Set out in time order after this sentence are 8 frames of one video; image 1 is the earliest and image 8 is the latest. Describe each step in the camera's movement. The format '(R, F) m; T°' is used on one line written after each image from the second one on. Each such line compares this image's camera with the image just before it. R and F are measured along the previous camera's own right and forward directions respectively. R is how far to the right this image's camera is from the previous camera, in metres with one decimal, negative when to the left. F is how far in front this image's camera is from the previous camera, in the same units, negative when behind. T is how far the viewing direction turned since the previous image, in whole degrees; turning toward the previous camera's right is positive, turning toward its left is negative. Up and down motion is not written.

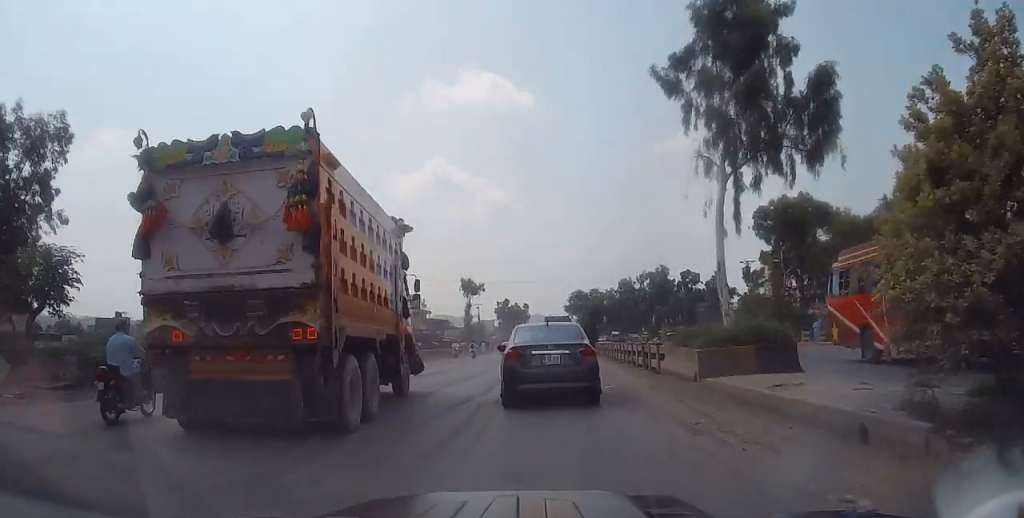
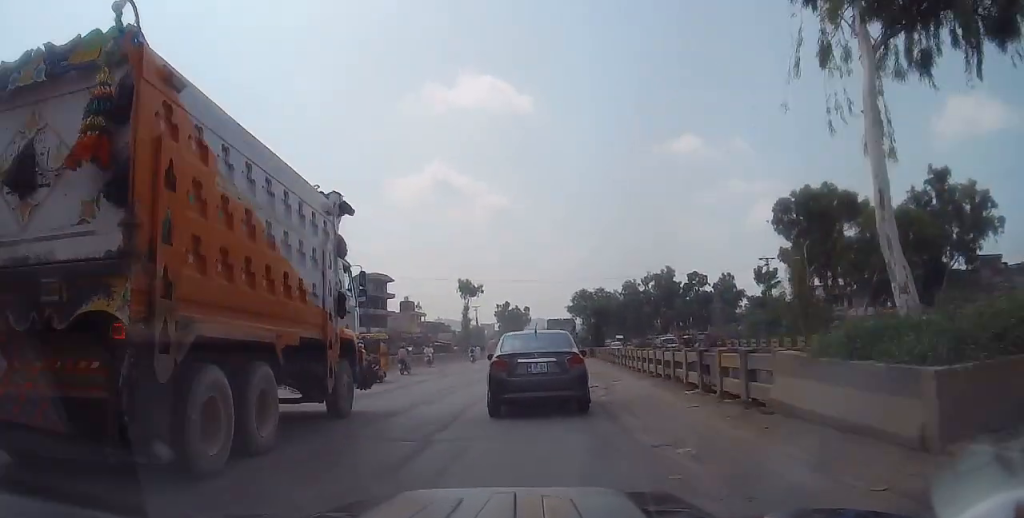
(0.0, +8.3) m; +2°
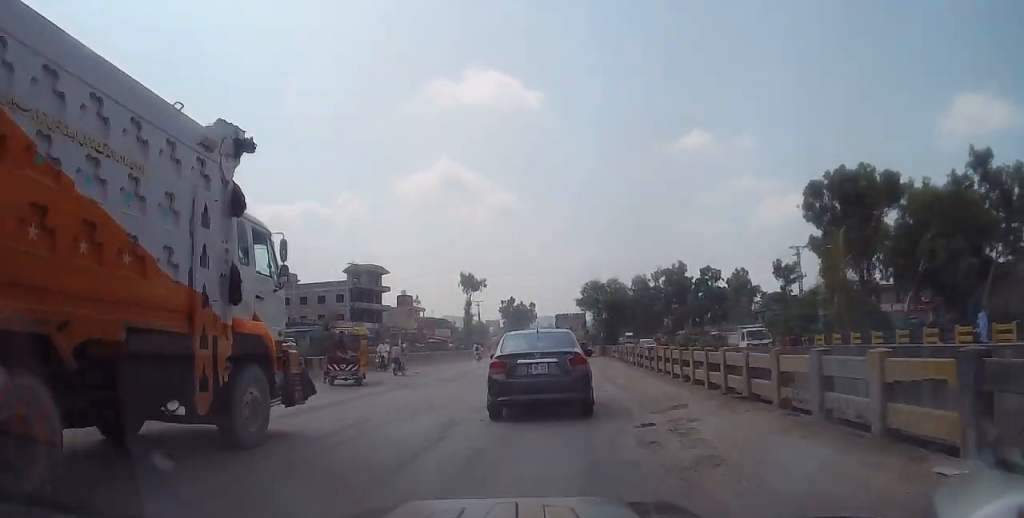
(+0.3, +9.0) m; 0°
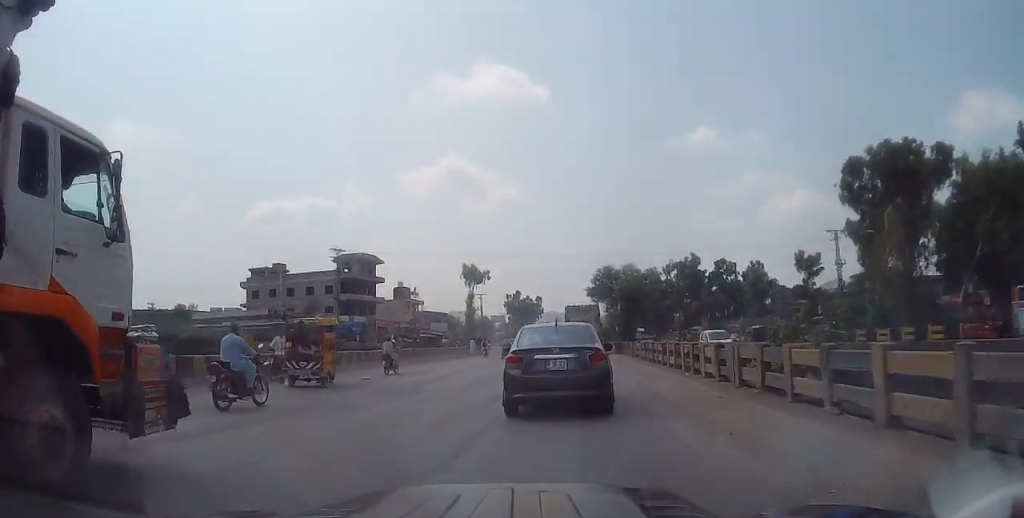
(-0.4, +9.4) m; -1°
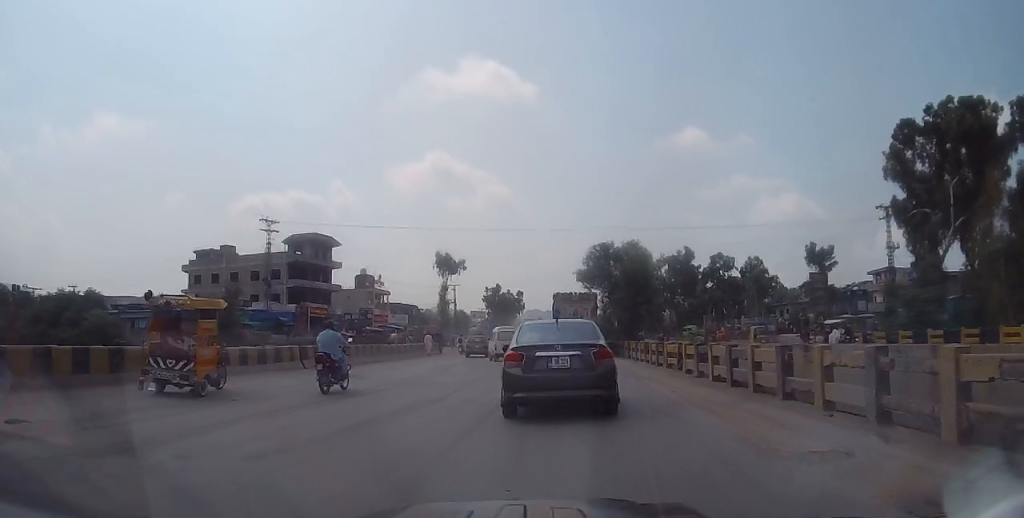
(0.0, +14.6) m; 0°
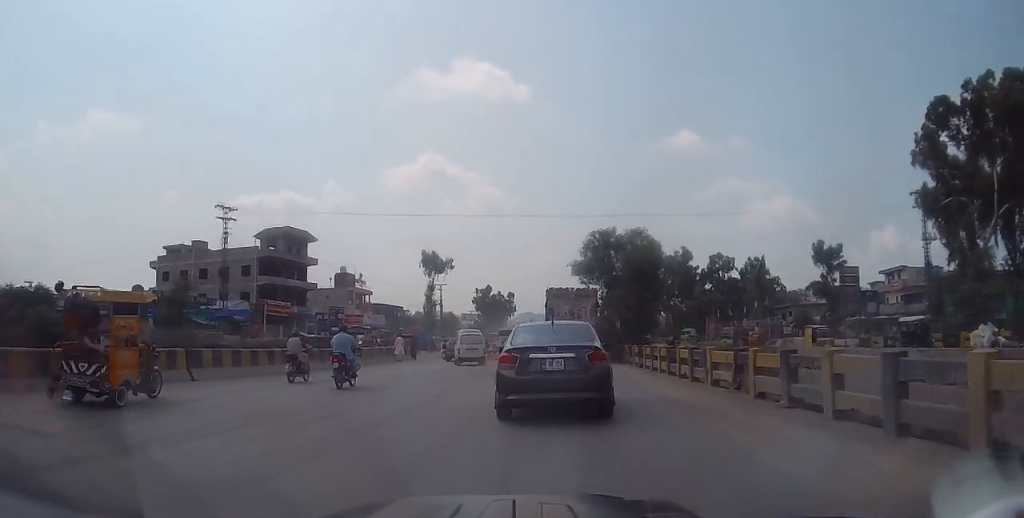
(+0.2, +7.1) m; +1°
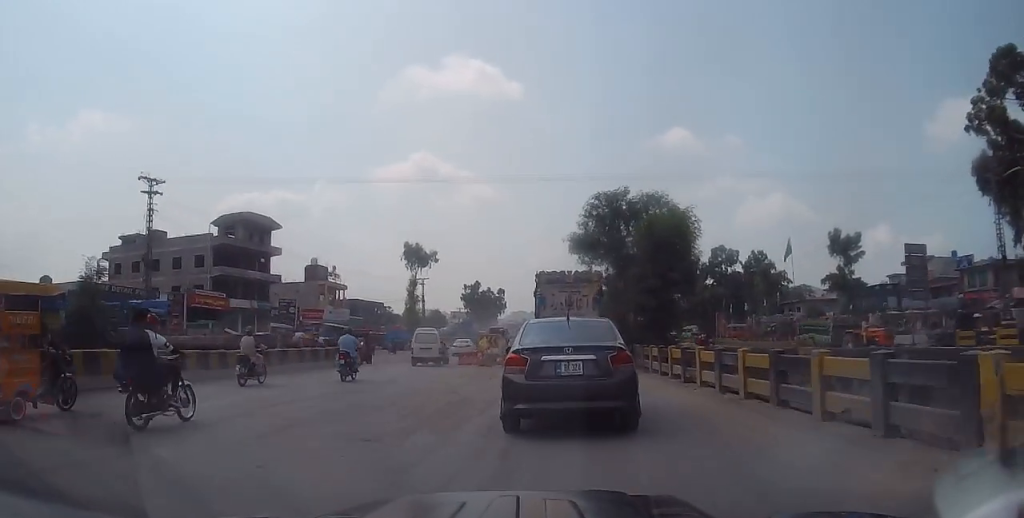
(0.0, +9.8) m; -1°
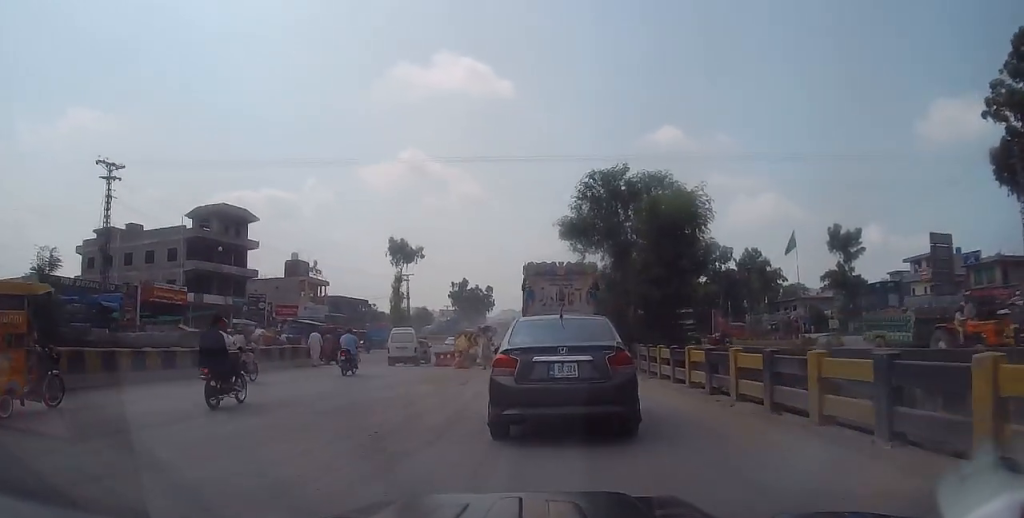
(-0.2, +3.6) m; +2°
